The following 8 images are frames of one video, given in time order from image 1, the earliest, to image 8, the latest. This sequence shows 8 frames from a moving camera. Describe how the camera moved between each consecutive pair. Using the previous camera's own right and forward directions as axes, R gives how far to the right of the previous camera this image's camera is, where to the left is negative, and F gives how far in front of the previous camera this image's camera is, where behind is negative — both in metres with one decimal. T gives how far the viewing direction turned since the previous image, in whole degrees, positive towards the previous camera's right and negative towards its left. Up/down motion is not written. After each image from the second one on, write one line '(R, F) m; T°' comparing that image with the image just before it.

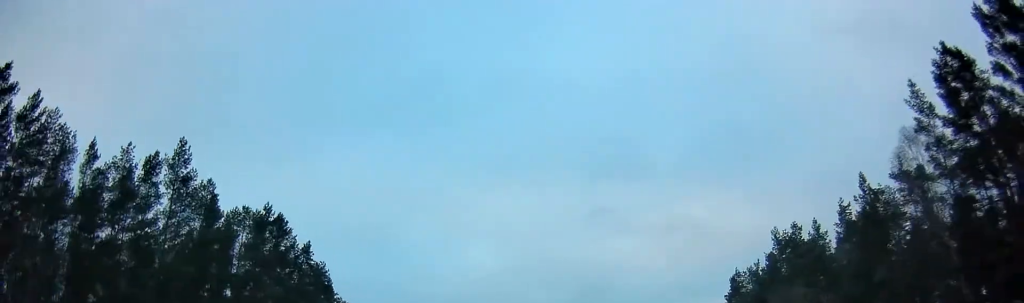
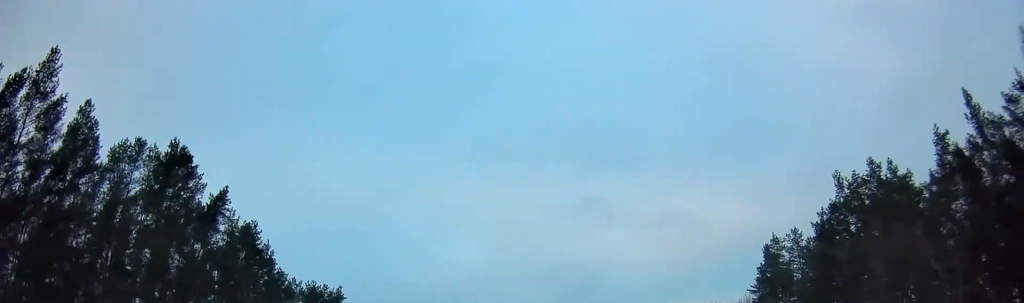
(-0.4, +20.4) m; -1°
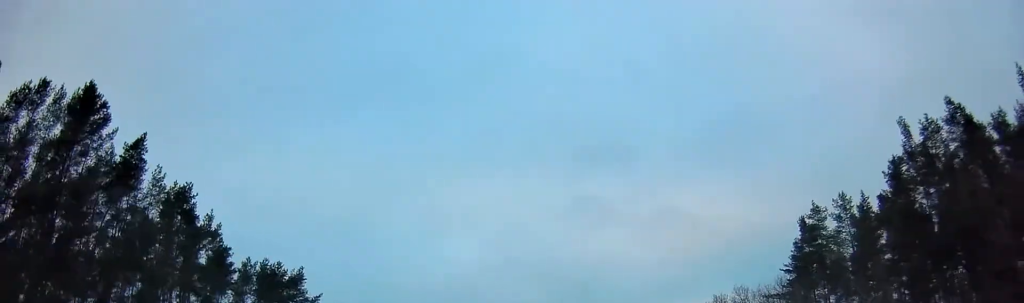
(-0.1, +14.4) m; 0°
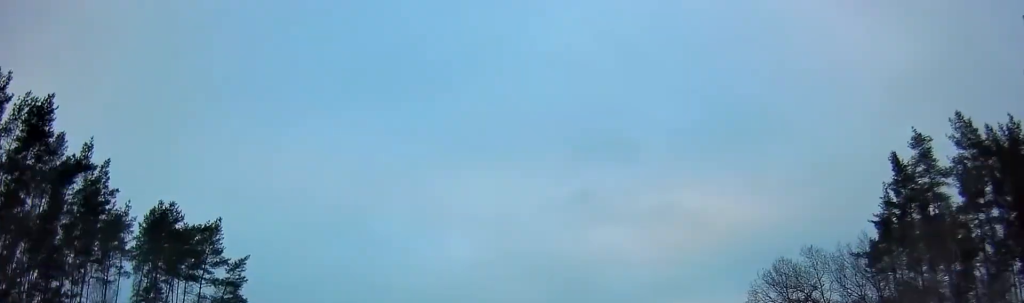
(0.0, +22.9) m; 0°
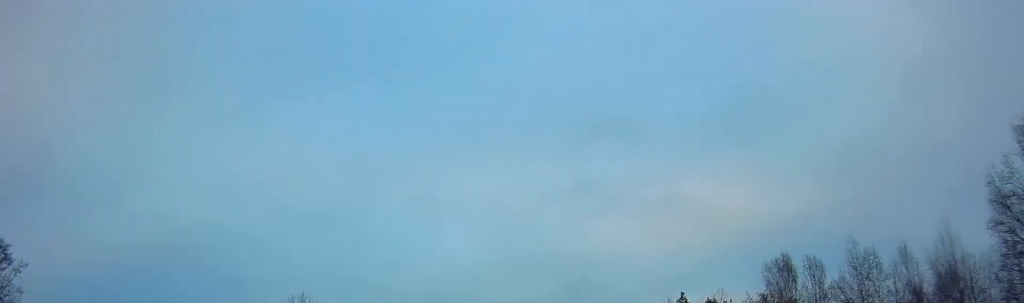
(+0.6, +43.4) m; +1°
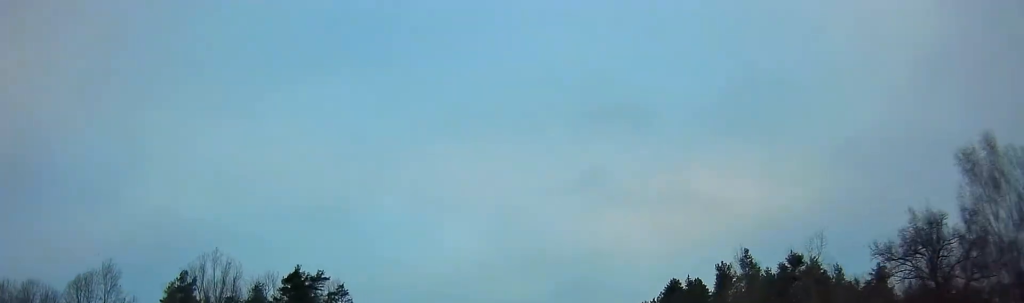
(+0.2, +38.7) m; 0°
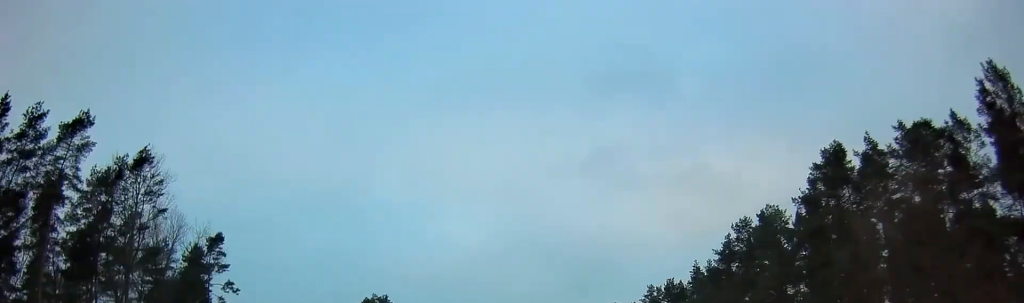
(-0.6, +60.4) m; -1°
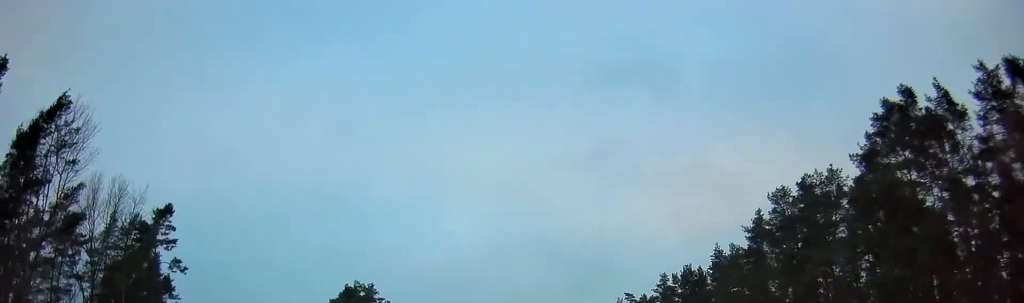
(0.0, +12.6) m; 0°
